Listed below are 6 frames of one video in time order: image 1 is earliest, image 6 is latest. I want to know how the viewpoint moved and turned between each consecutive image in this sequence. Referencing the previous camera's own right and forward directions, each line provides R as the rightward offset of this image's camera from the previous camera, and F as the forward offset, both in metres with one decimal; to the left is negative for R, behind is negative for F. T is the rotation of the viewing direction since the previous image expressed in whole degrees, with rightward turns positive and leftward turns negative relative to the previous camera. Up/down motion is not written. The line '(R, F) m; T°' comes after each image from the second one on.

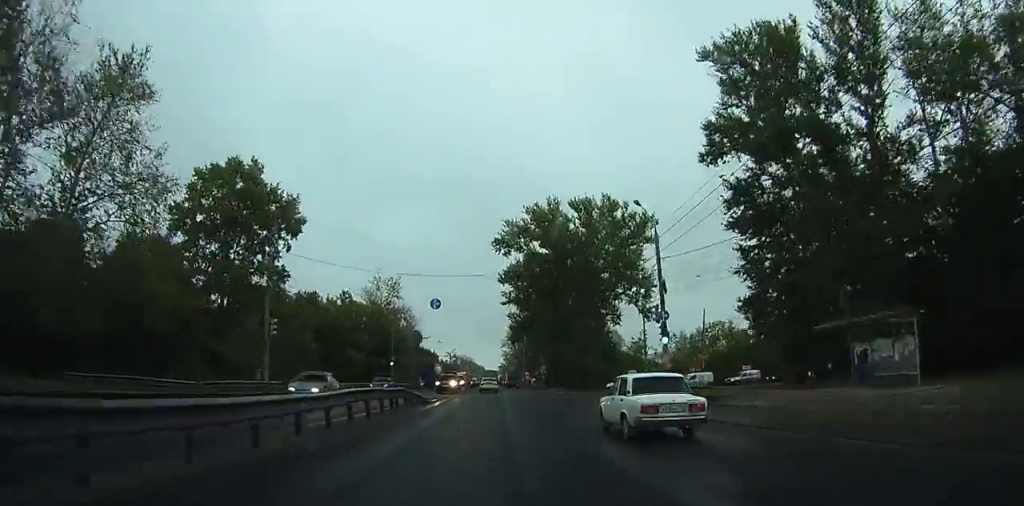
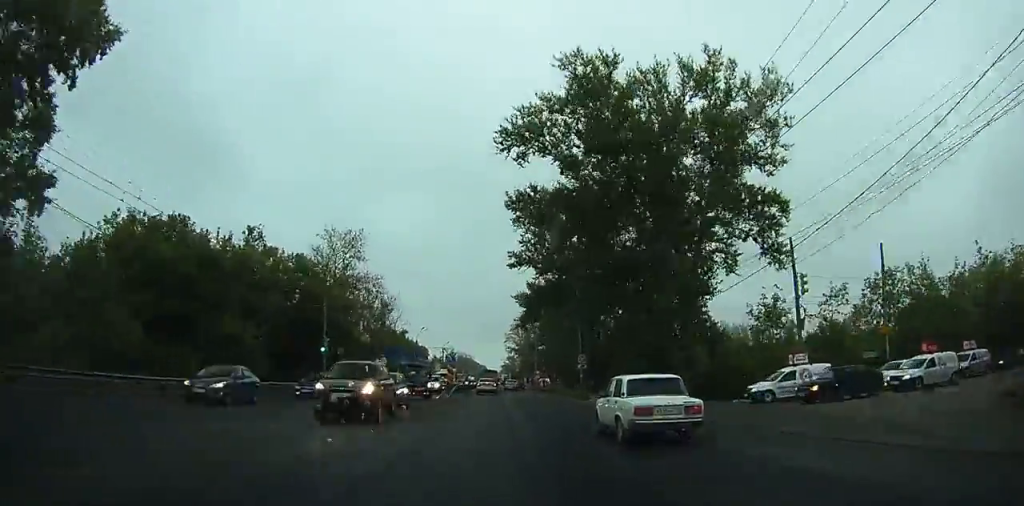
(0.0, +29.7) m; 0°
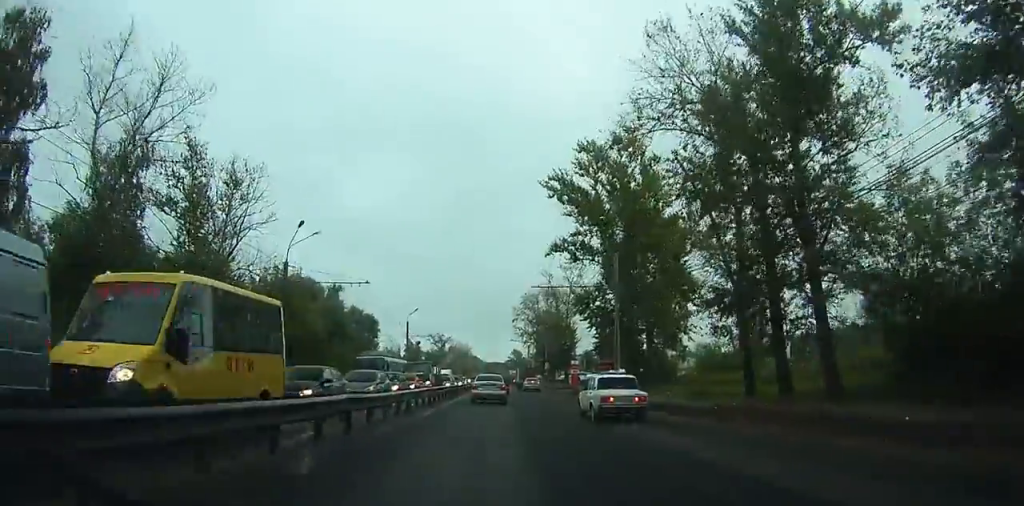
(-0.1, +65.5) m; 0°
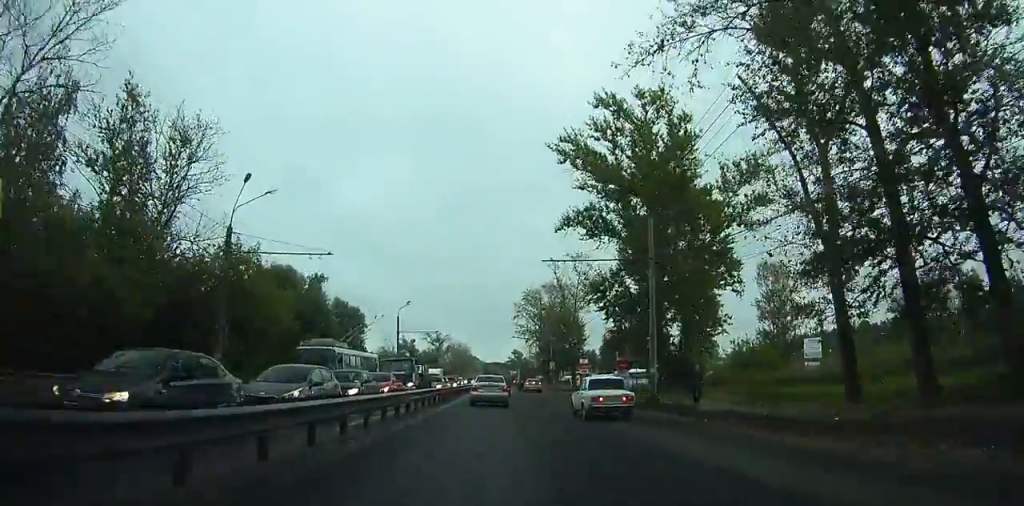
(-0.1, +9.9) m; 0°
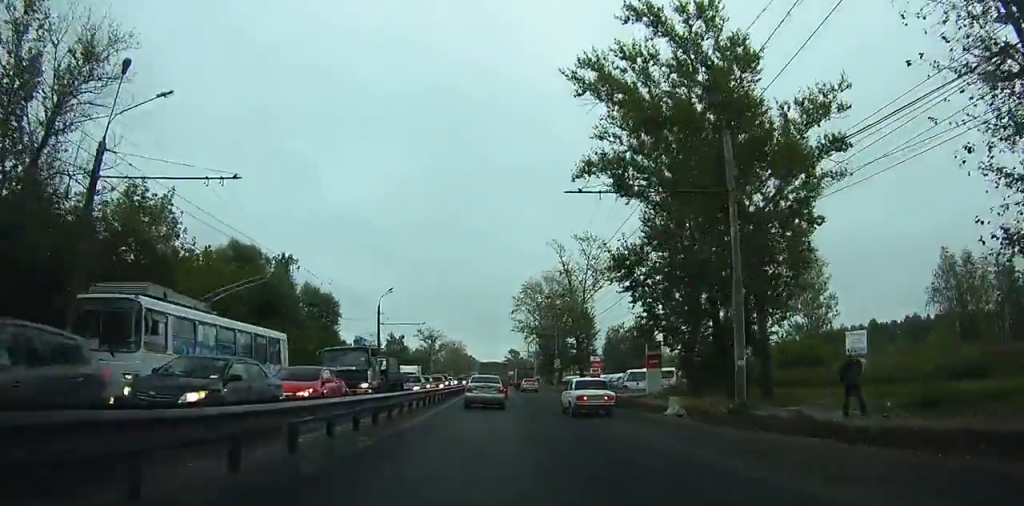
(+0.1, +11.9) m; +1°
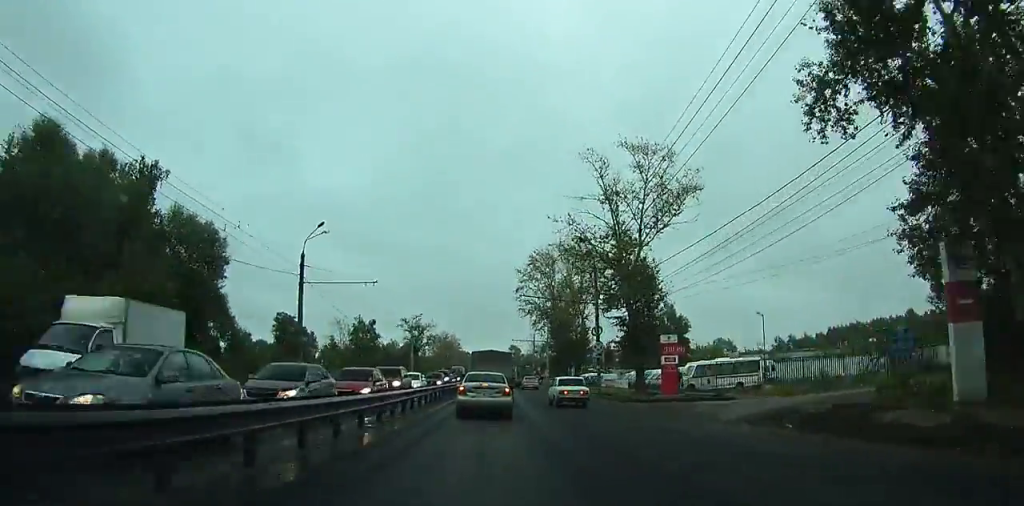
(-0.4, +27.8) m; -3°
